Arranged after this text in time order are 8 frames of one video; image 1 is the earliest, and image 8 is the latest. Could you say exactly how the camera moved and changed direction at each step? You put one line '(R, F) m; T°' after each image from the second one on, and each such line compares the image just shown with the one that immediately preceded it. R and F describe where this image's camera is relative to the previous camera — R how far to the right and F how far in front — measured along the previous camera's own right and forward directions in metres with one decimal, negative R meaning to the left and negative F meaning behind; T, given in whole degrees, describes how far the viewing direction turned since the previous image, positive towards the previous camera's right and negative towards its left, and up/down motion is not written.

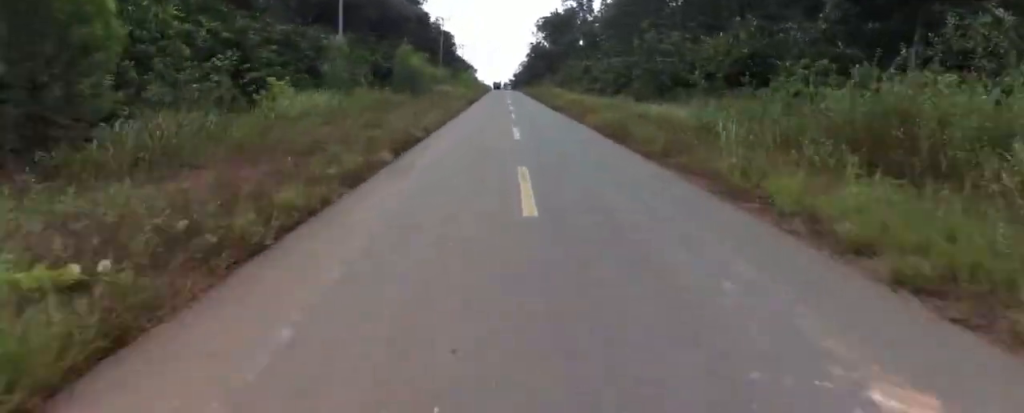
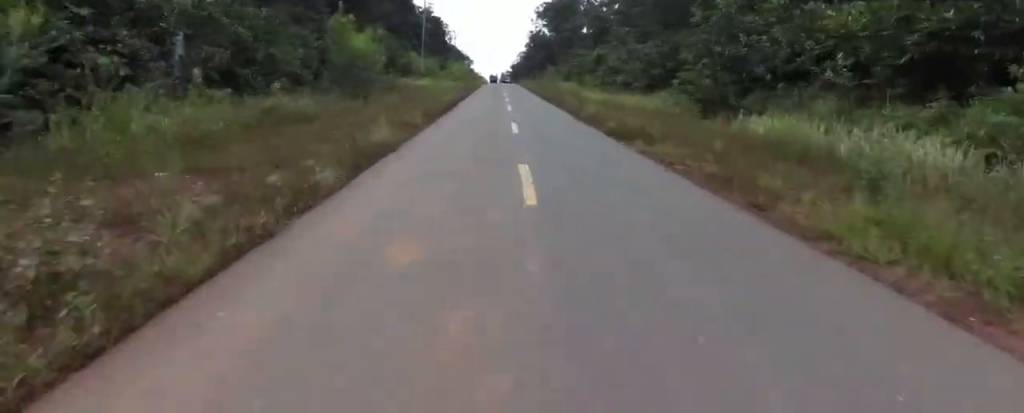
(0.0, +16.5) m; +2°
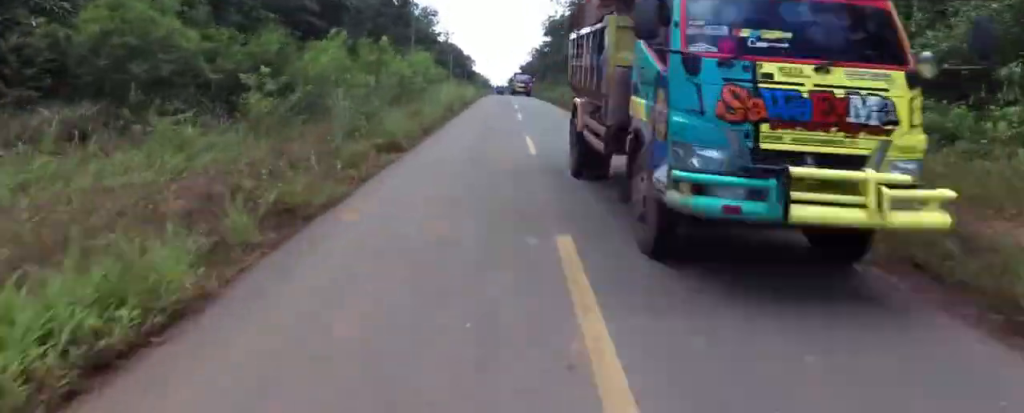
(+0.3, +61.4) m; -1°
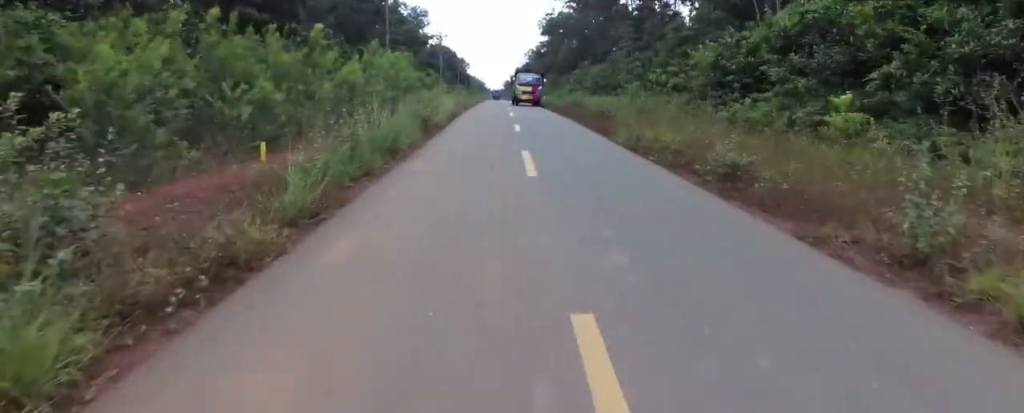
(-0.4, +10.0) m; -1°
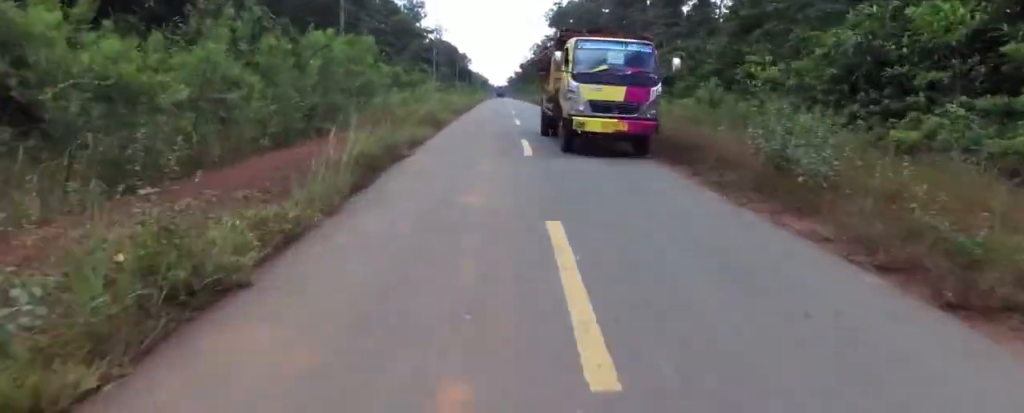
(-0.6, +13.9) m; 0°
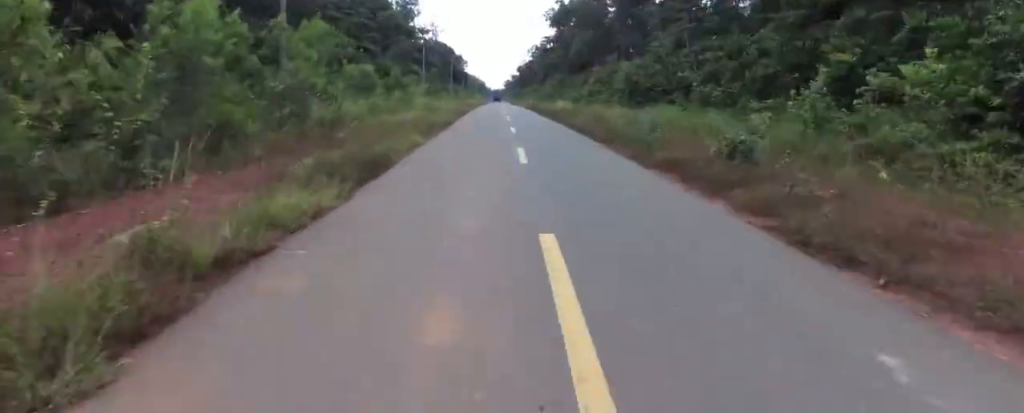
(+0.3, +8.0) m; +2°
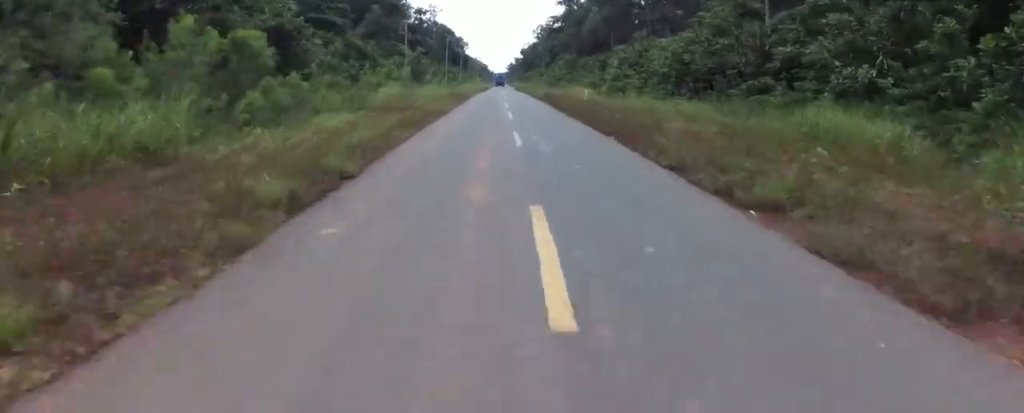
(+0.3, +14.8) m; +1°
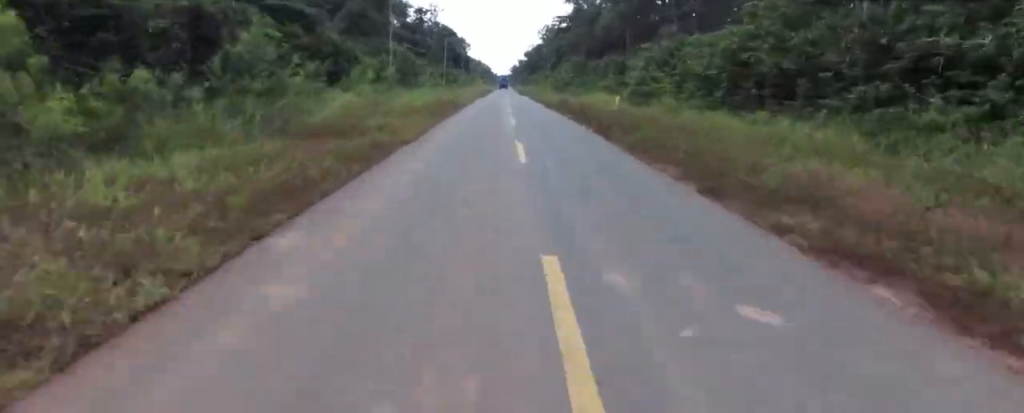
(0.0, +9.7) m; 0°
